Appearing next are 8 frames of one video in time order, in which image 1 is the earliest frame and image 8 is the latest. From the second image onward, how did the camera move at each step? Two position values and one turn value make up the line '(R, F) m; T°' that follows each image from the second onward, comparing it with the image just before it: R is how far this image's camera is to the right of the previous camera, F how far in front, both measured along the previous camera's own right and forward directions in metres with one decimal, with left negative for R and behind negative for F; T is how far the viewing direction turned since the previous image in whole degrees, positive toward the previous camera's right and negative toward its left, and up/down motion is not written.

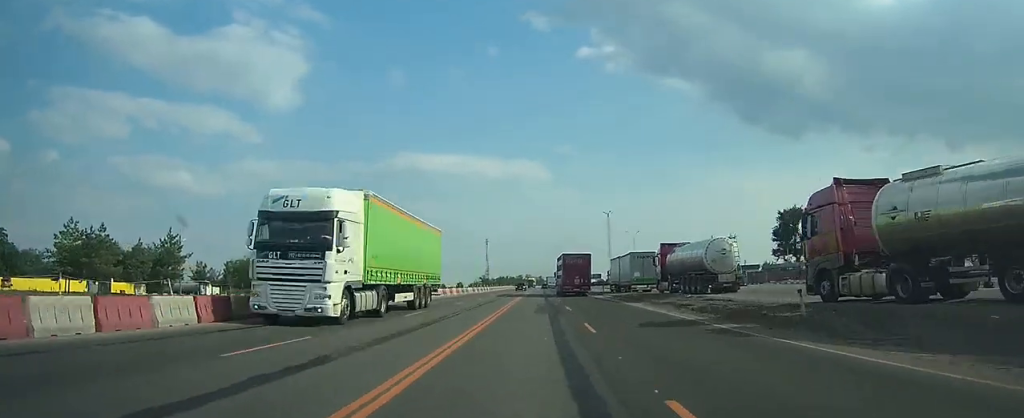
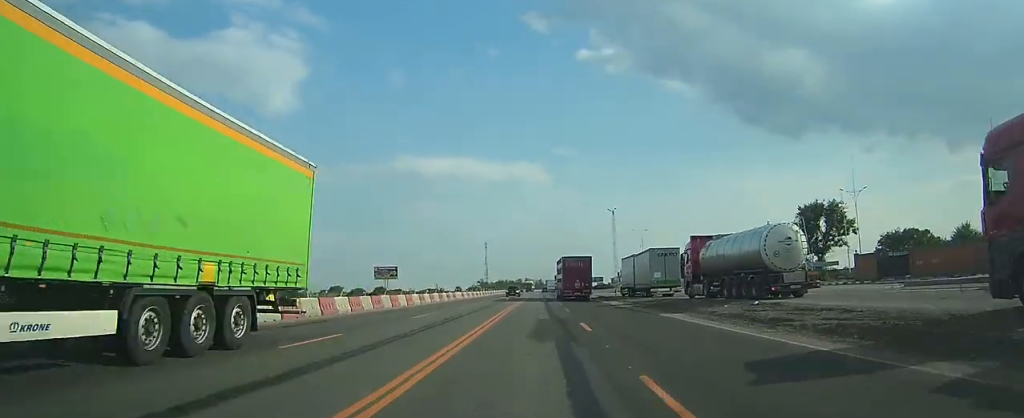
(-0.1, +10.2) m; 0°
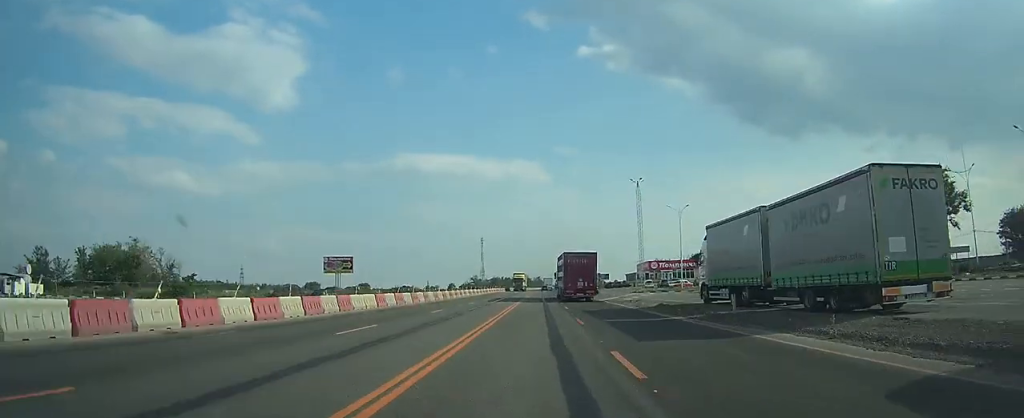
(0.0, +33.2) m; 0°
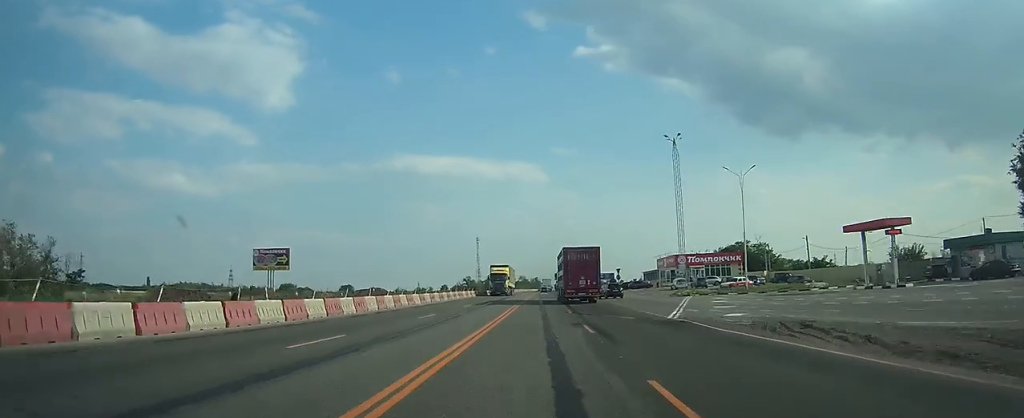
(+0.1, +27.8) m; +1°
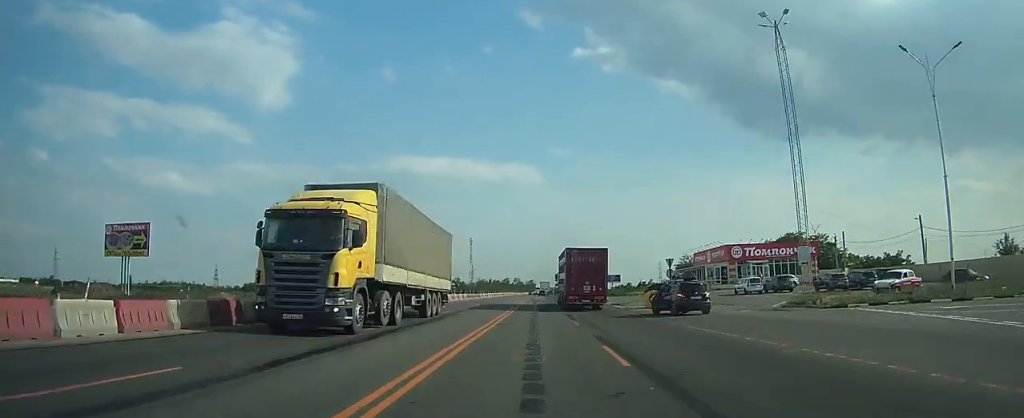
(+0.1, +32.0) m; 0°
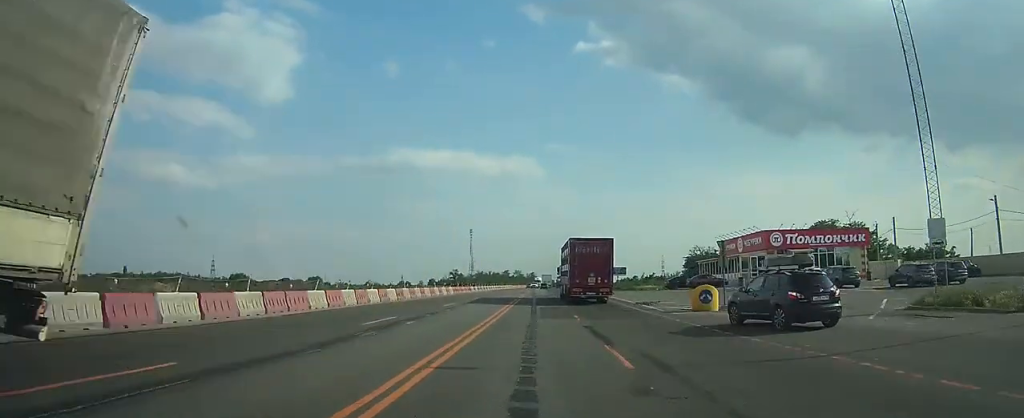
(0.0, +12.8) m; 0°
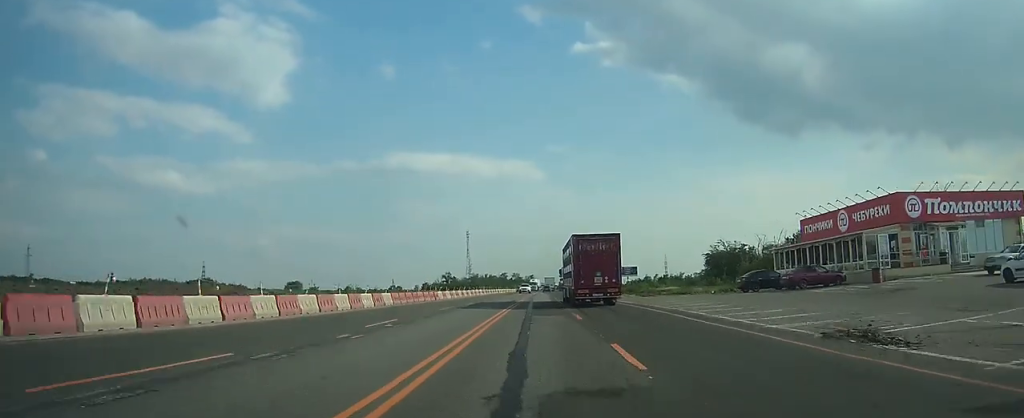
(-0.2, +25.6) m; 0°
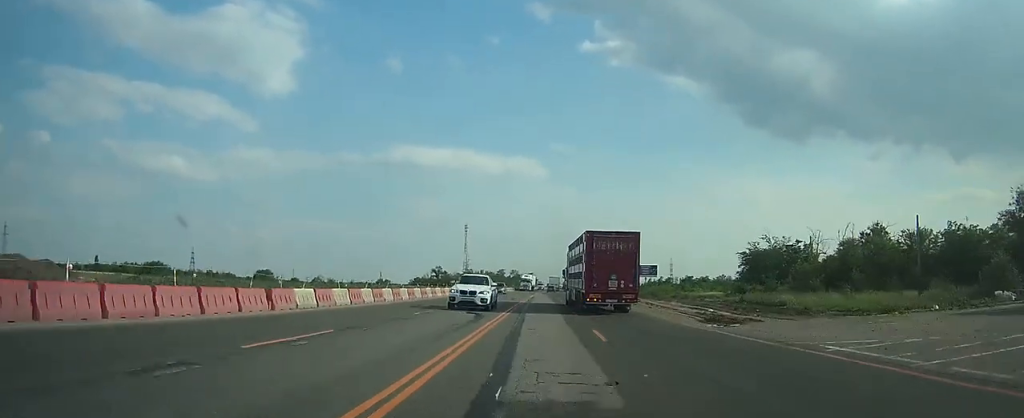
(+0.4, +31.5) m; +1°
